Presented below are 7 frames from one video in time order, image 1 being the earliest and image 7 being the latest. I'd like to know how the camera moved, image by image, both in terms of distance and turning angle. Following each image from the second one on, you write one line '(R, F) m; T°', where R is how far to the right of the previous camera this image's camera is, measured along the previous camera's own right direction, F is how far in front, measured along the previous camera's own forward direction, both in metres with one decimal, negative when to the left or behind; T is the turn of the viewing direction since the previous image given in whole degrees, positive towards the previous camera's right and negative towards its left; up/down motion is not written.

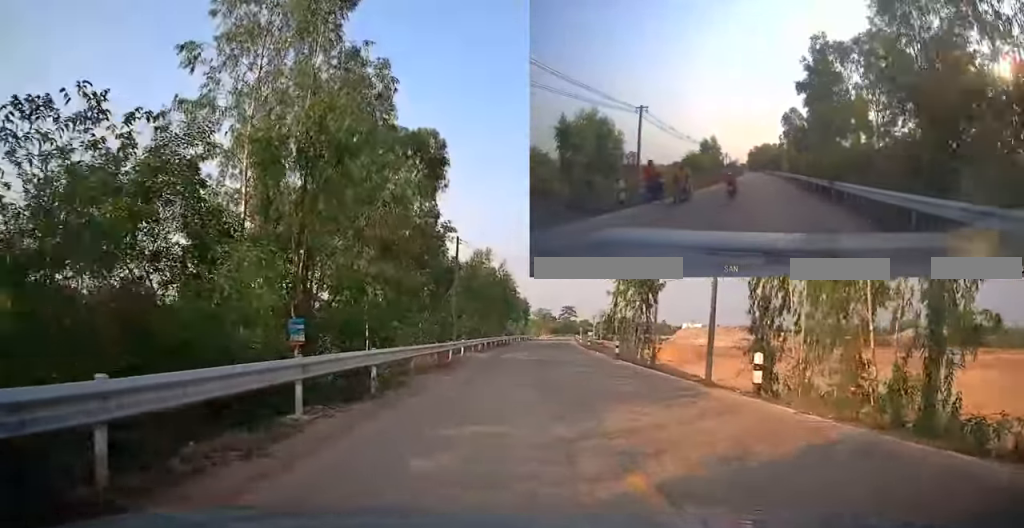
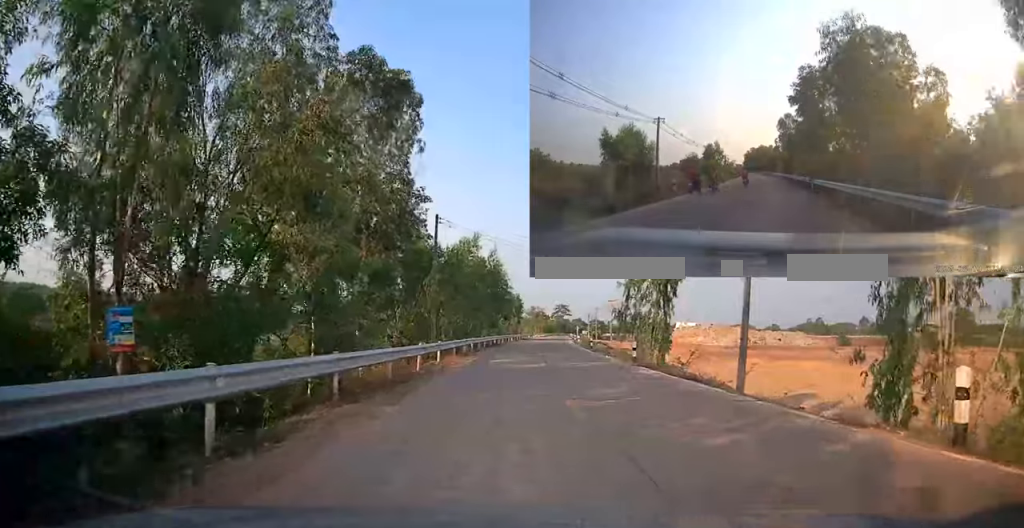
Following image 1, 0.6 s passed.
(0.0, +6.3) m; +1°
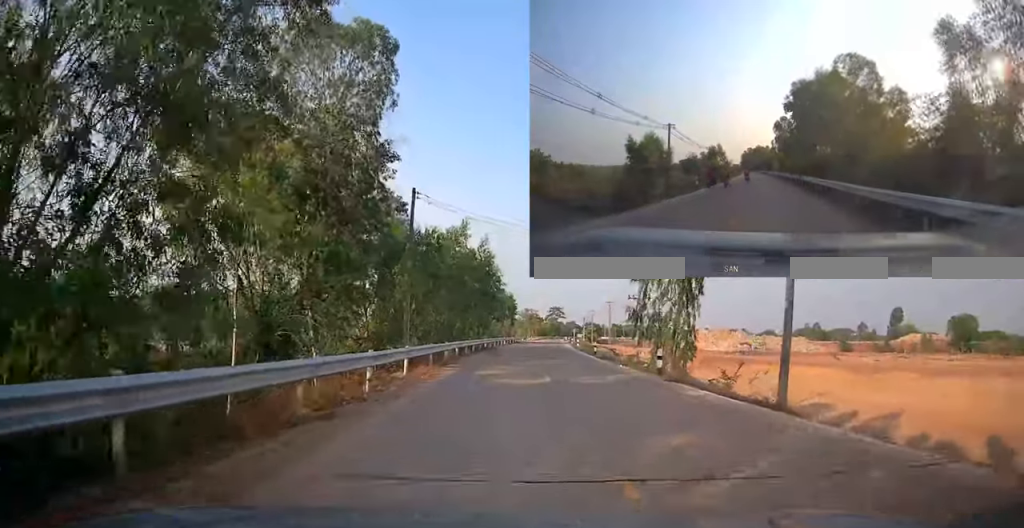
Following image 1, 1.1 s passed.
(+0.1, +5.4) m; -1°
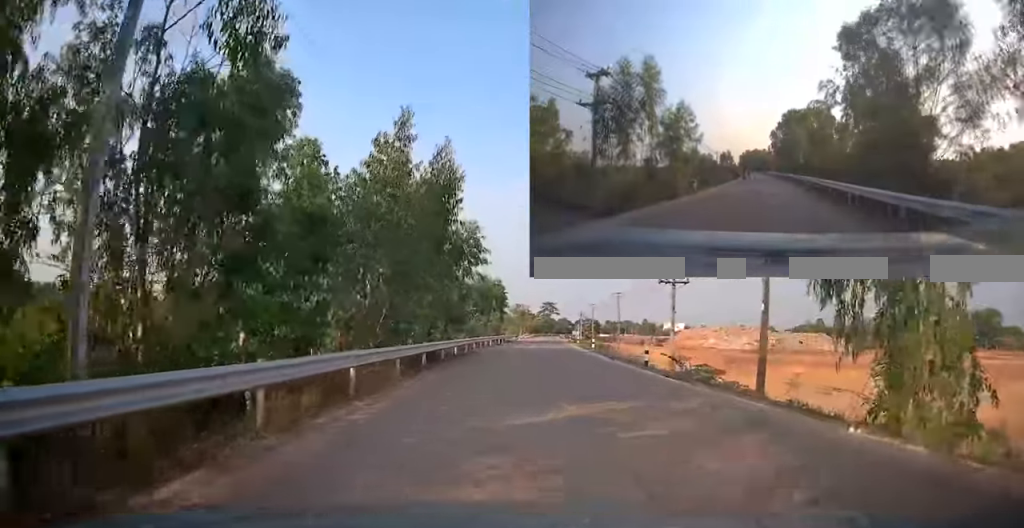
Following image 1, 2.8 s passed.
(-0.4, +17.2) m; 0°
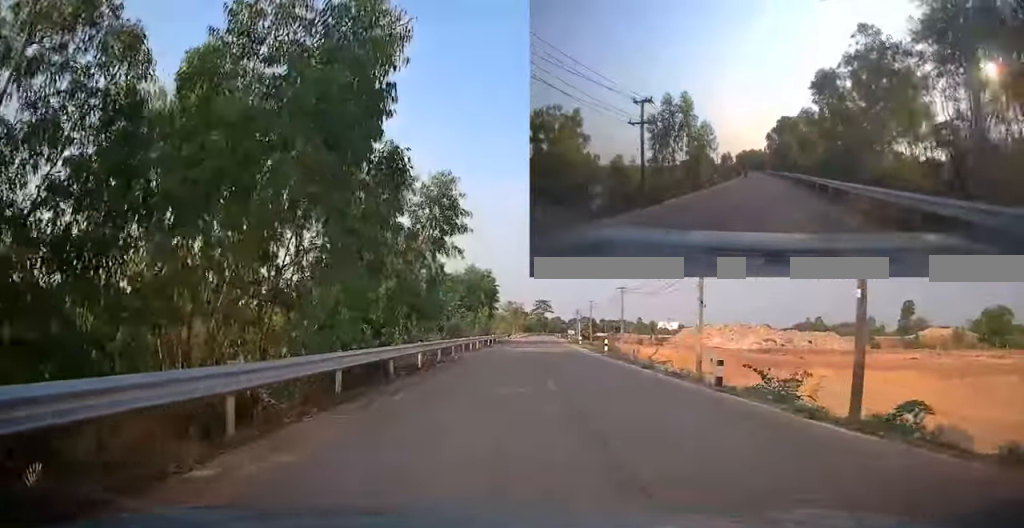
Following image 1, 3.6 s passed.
(+0.3, +8.7) m; +2°
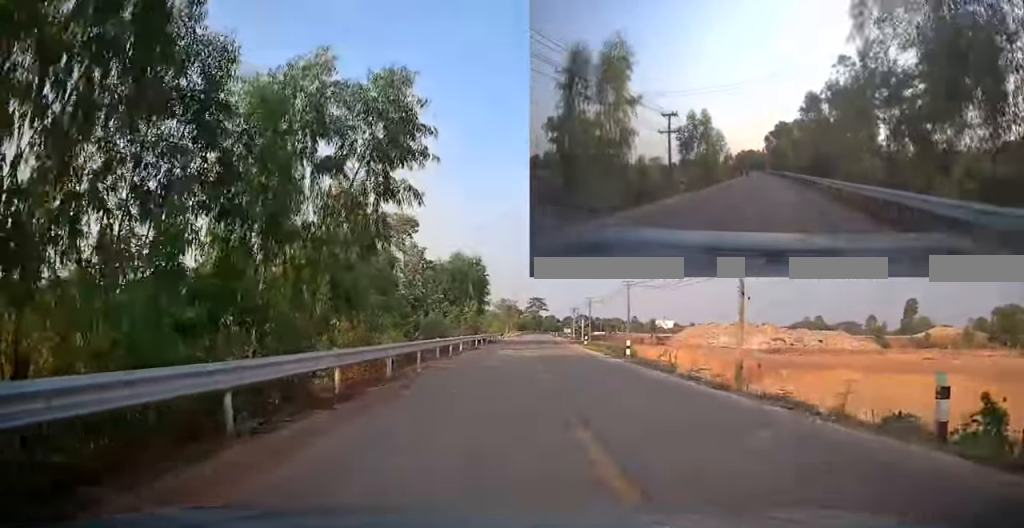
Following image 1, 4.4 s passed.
(+0.1, +8.0) m; +1°
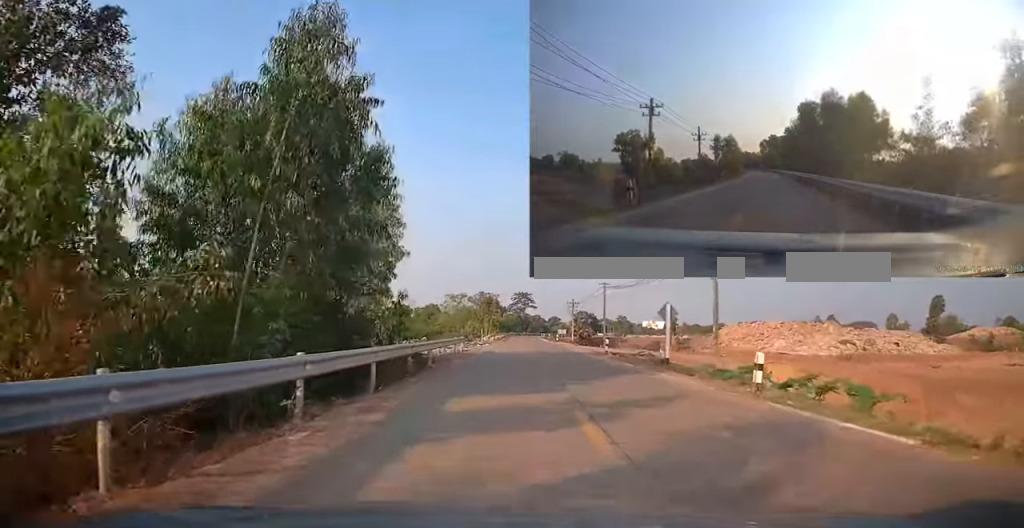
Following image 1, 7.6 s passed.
(+1.0, +34.4) m; +3°
